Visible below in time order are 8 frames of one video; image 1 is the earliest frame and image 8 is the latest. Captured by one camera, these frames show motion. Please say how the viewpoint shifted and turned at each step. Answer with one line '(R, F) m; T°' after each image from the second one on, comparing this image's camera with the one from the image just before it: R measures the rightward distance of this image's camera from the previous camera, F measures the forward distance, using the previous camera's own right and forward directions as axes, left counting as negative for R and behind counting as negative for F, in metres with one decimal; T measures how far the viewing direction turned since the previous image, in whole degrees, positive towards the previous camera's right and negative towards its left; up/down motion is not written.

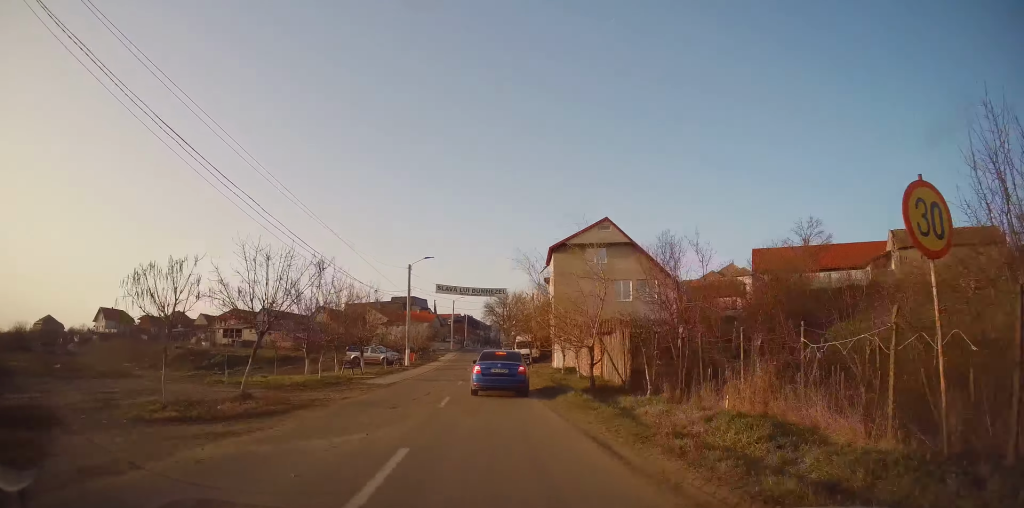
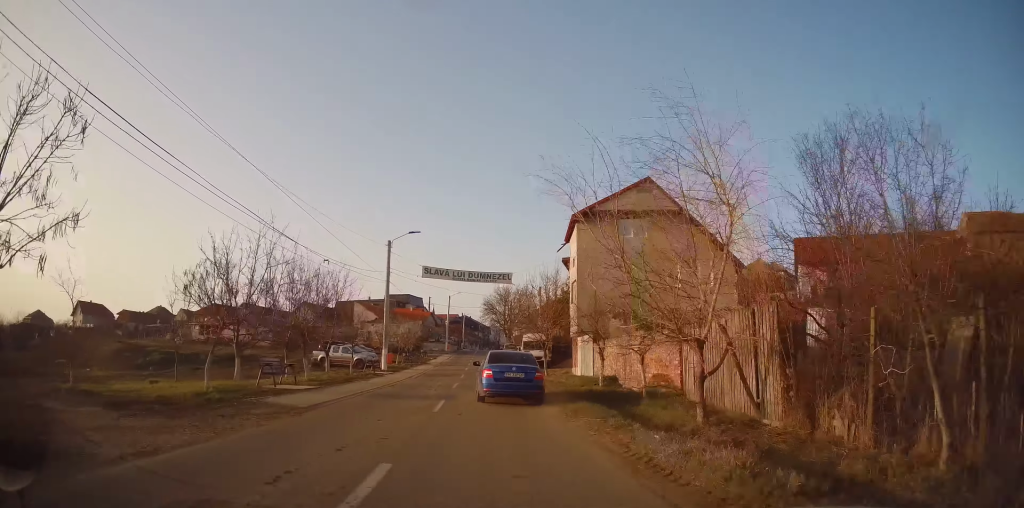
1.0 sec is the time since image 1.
(+0.2, +10.0) m; 0°
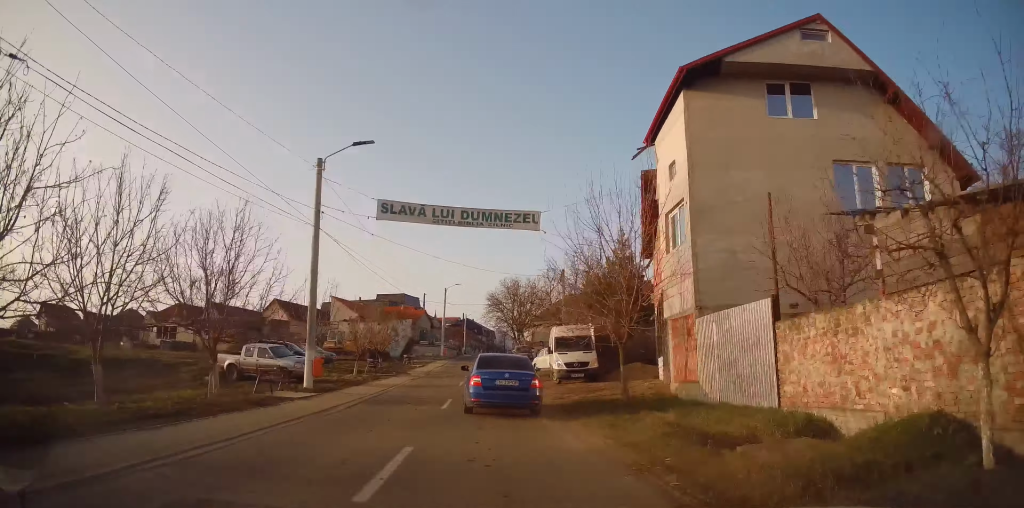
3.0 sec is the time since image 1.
(-0.5, +18.1) m; -1°
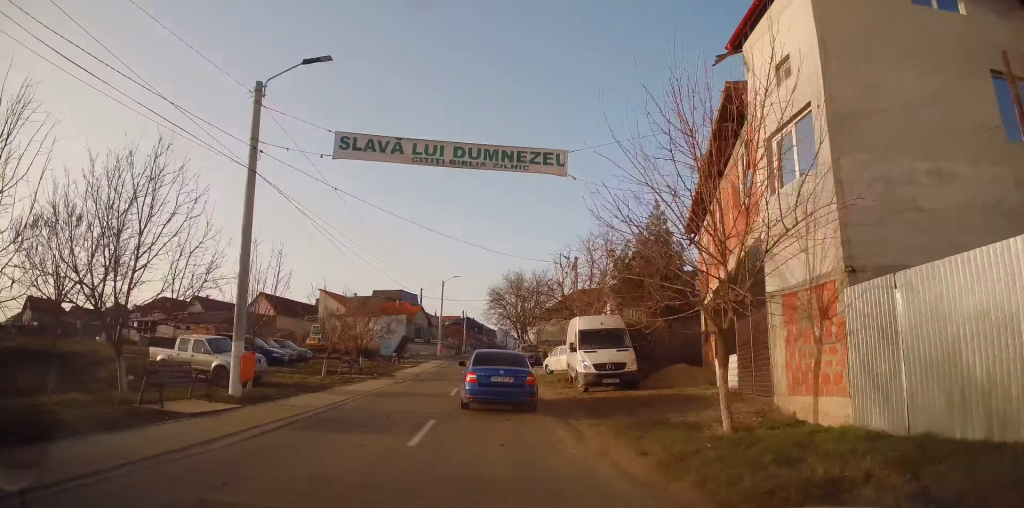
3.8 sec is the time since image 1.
(+0.1, +6.4) m; +2°
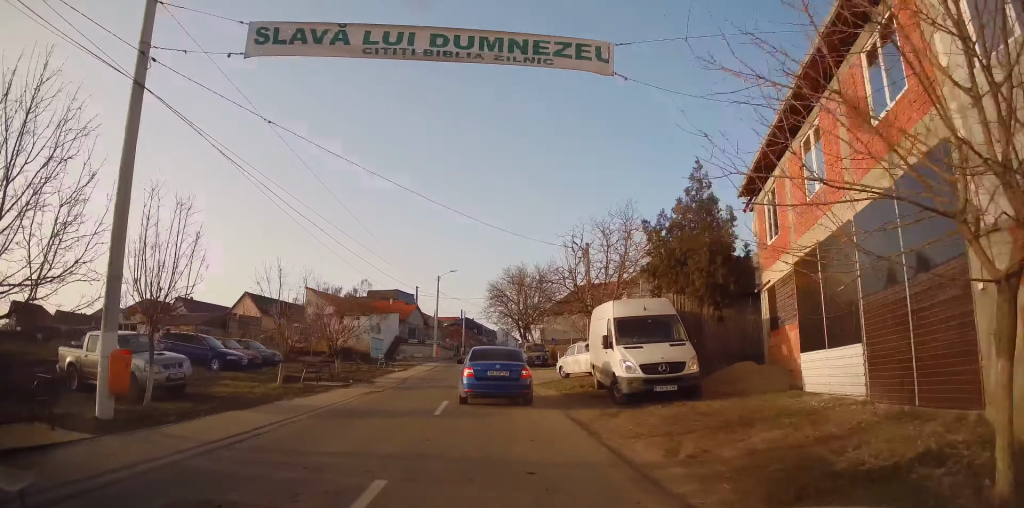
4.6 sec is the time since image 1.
(+0.3, +5.7) m; 0°
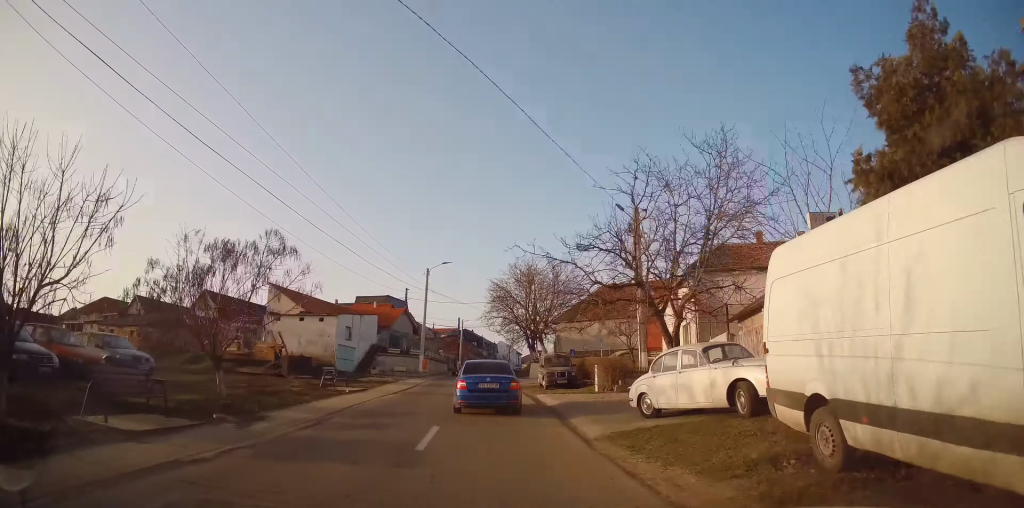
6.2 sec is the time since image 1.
(-0.7, +12.1) m; -3°
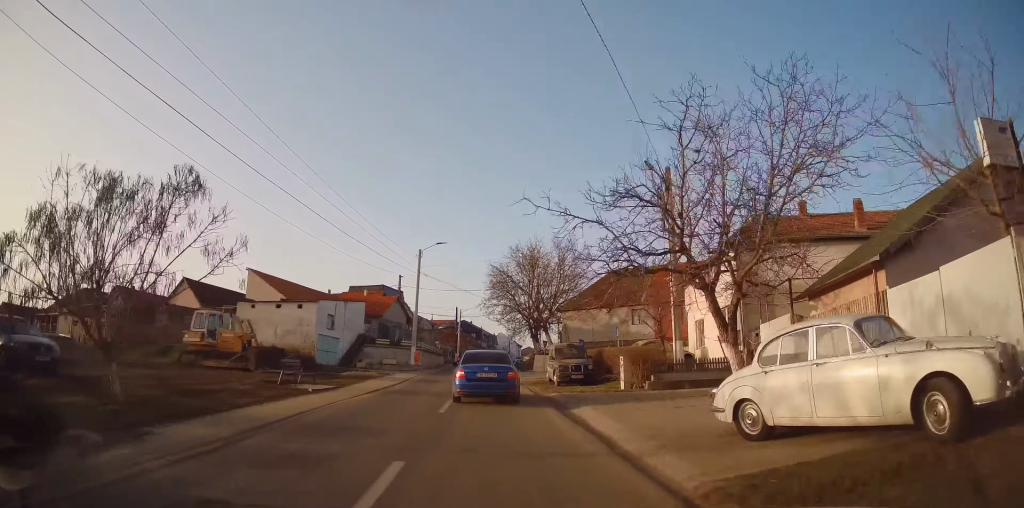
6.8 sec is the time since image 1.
(0.0, +4.3) m; 0°
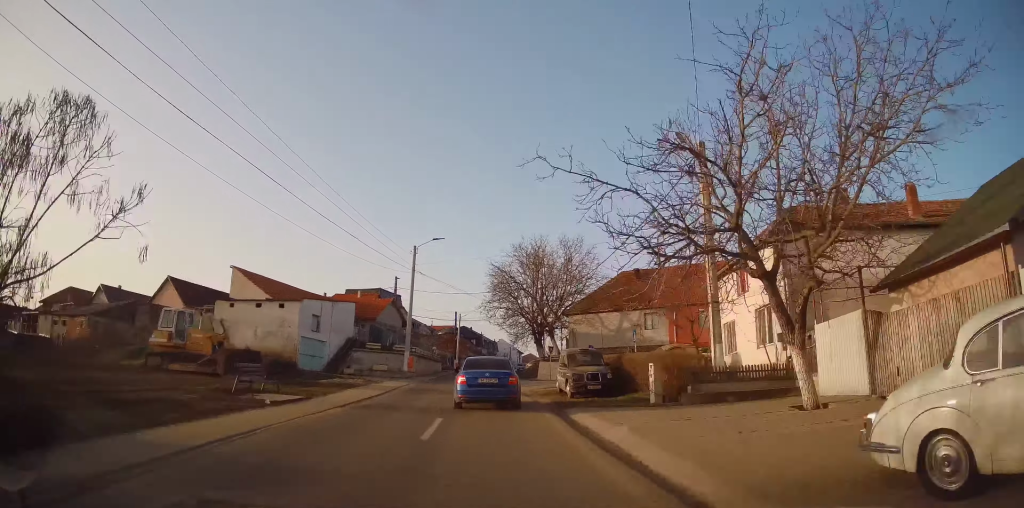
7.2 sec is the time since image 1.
(0.0, +3.1) m; +1°
